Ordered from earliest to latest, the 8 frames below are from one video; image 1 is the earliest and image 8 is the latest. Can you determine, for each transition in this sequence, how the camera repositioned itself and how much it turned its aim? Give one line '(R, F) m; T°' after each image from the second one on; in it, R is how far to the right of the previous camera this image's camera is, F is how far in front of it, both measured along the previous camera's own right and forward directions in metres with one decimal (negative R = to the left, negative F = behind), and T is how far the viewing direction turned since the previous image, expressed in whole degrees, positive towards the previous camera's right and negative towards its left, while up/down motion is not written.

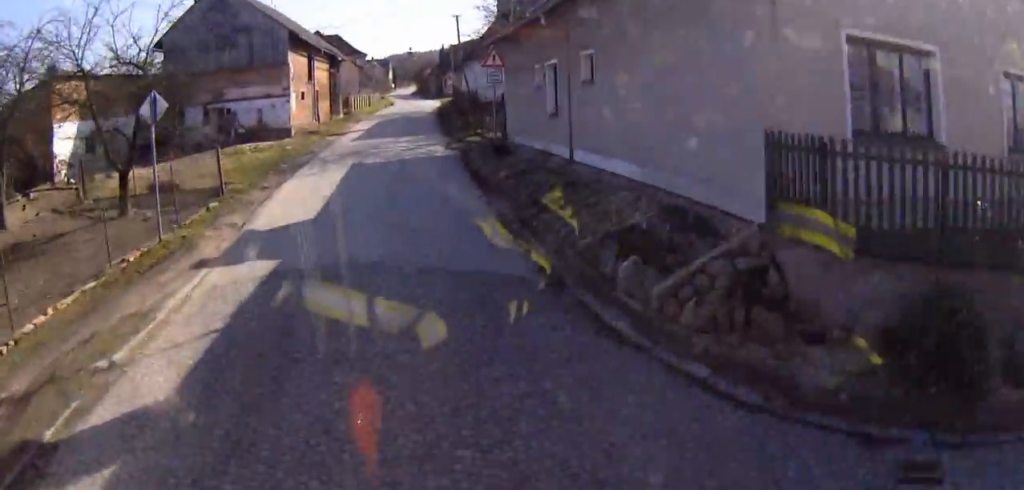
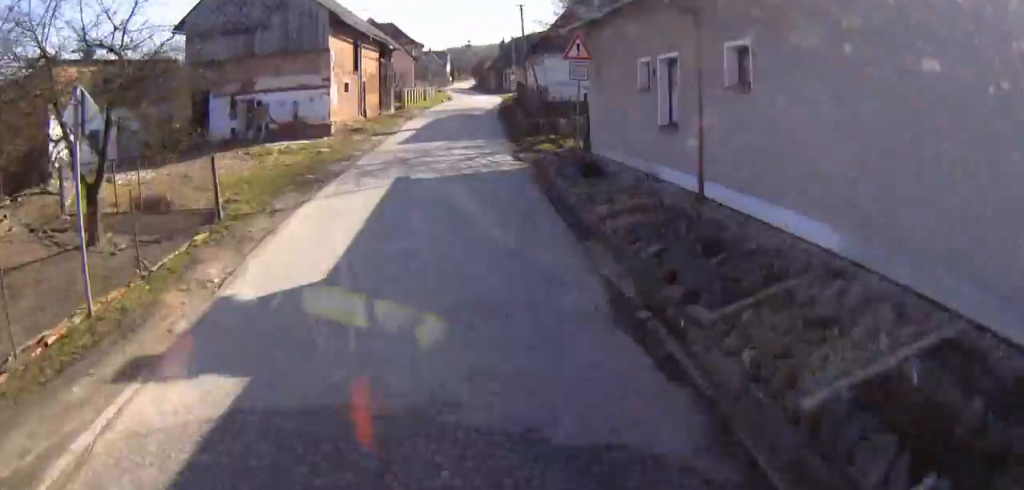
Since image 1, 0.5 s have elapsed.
(-0.4, +2.3) m; -4°
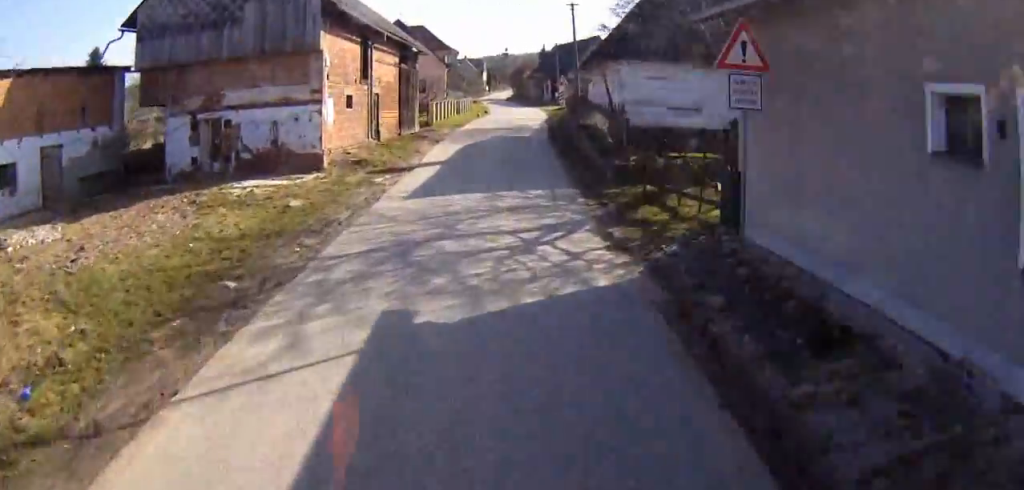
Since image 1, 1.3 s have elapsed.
(-0.1, +5.0) m; +6°
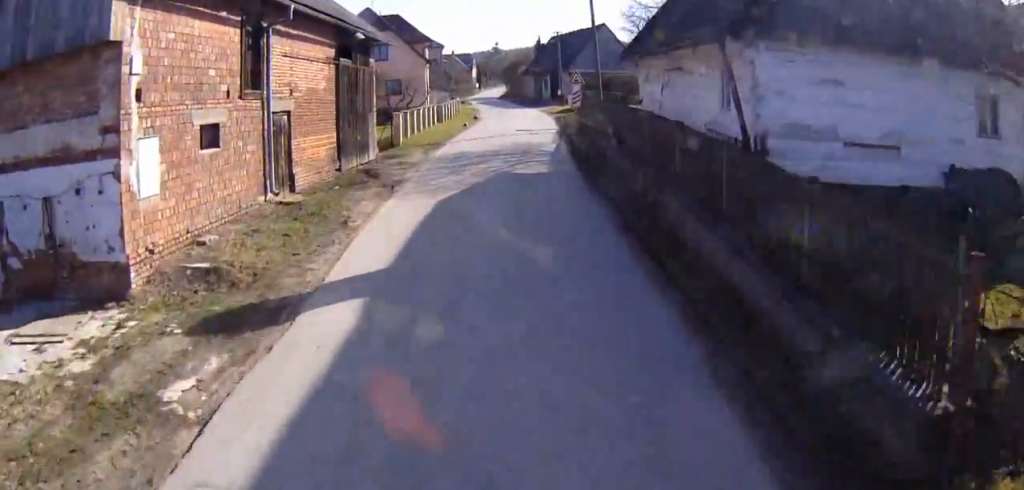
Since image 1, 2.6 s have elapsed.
(+1.4, +8.0) m; +15°
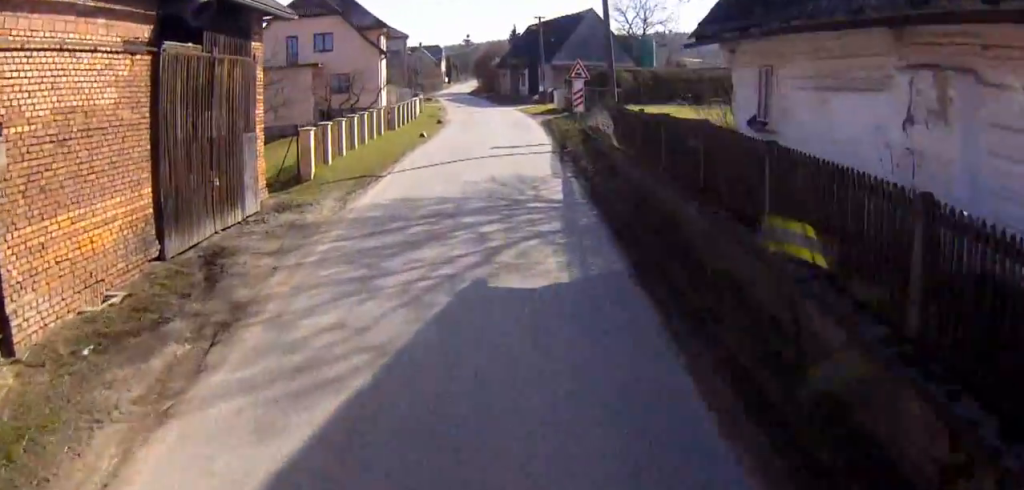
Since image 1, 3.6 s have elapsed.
(+0.2, +7.9) m; +2°
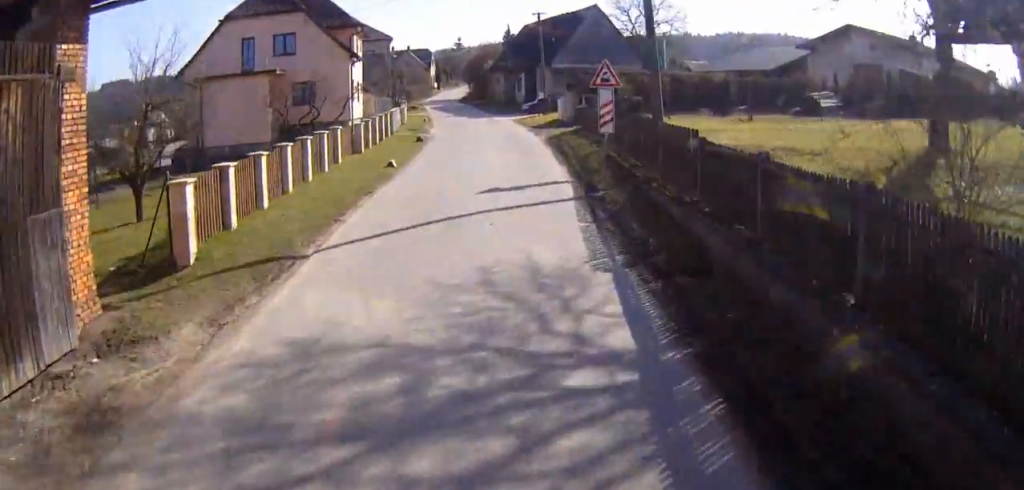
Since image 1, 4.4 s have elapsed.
(0.0, +6.0) m; +6°
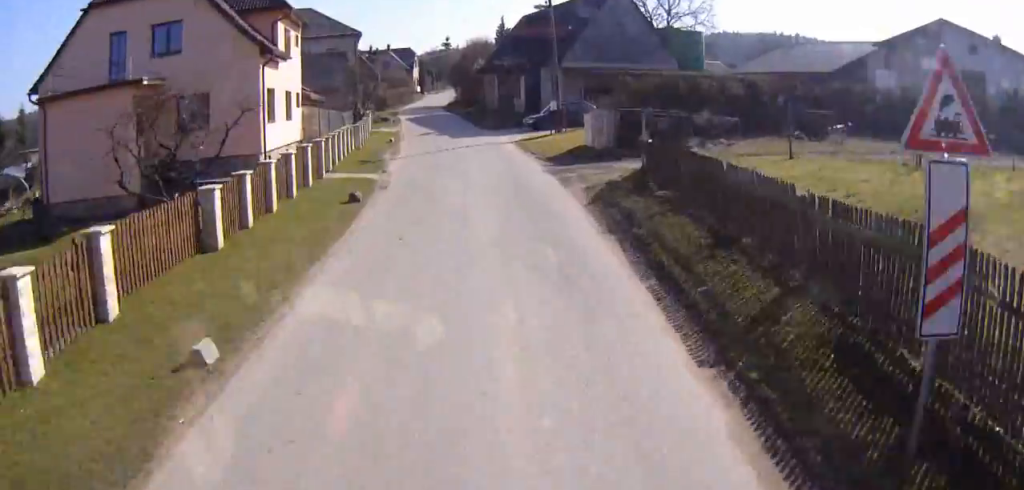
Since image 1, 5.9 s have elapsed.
(+1.3, +11.9) m; +2°
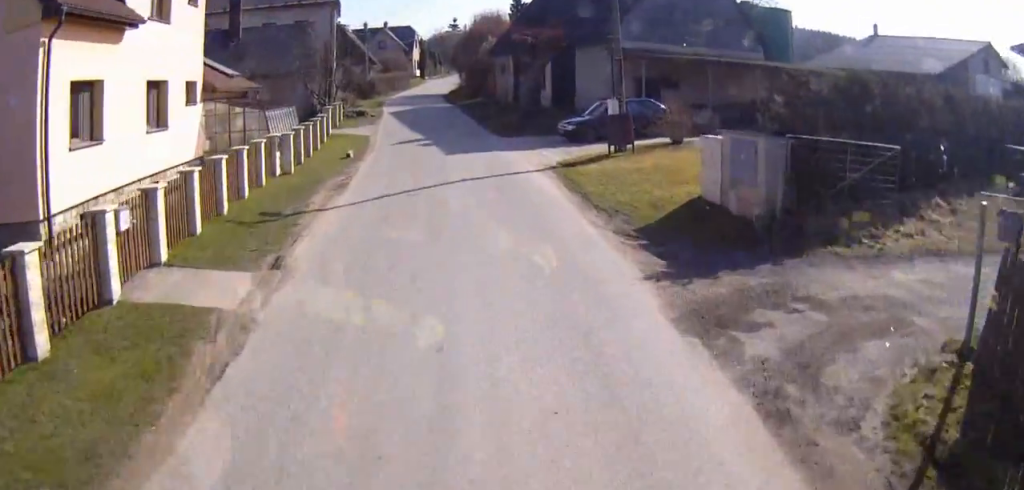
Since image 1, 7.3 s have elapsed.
(-1.9, +11.2) m; -15°
